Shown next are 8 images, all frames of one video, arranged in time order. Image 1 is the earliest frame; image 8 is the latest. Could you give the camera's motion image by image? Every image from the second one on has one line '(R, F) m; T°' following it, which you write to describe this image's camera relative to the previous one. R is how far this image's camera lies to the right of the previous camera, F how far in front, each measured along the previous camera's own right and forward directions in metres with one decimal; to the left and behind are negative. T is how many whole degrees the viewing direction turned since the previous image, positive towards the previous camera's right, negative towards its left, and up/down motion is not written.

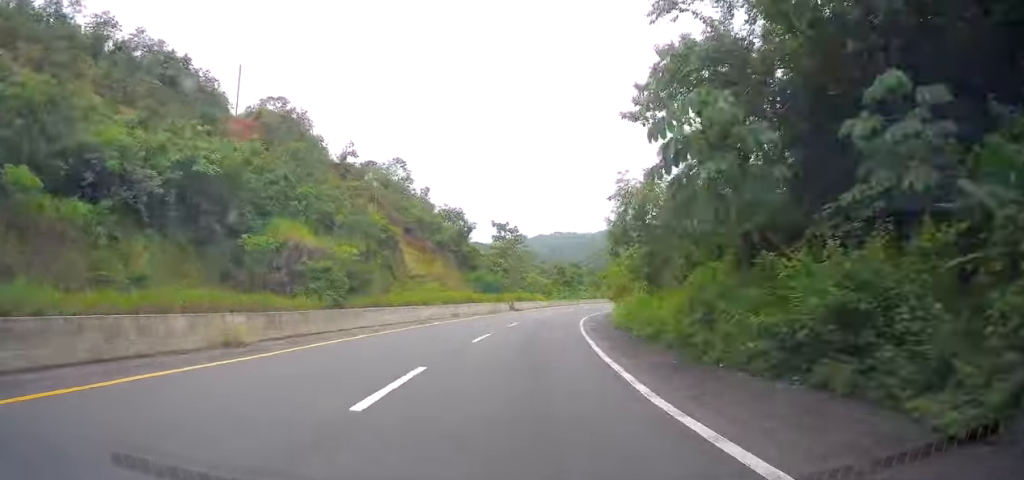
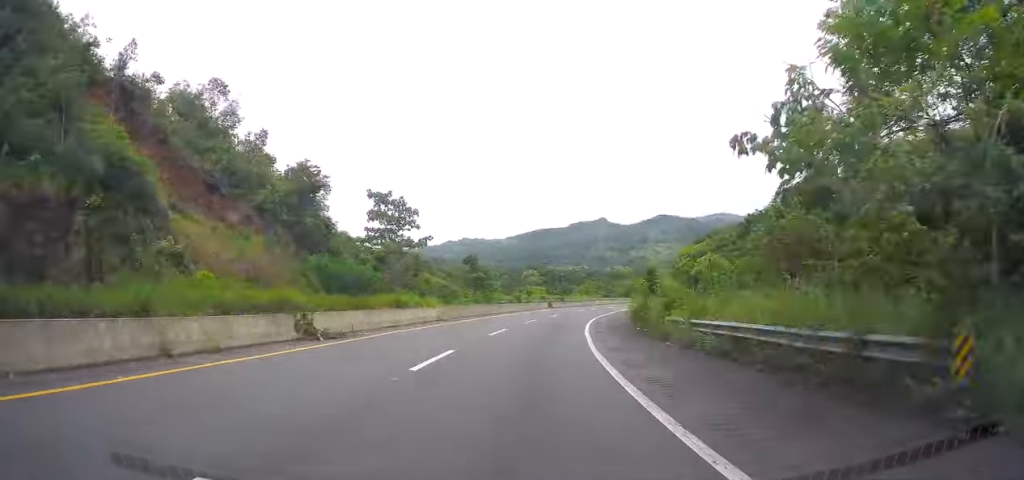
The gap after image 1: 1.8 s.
(+0.7, +43.9) m; +7°
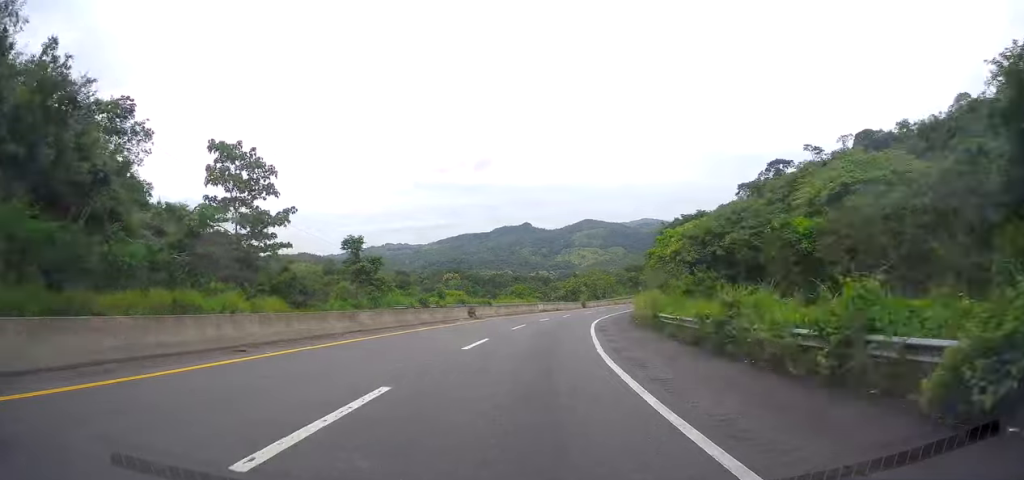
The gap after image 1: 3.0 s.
(+2.4, +31.5) m; +8°
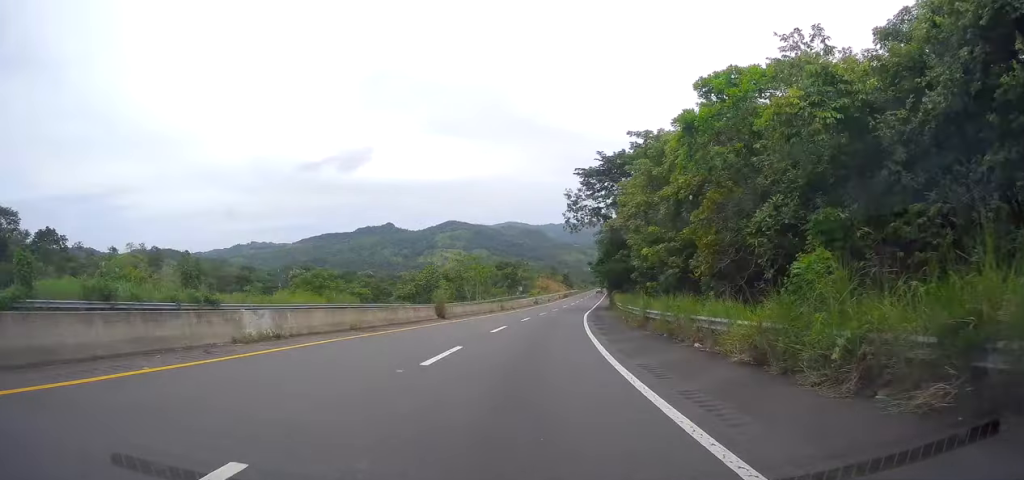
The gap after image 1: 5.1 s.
(+5.6, +52.3) m; +13°
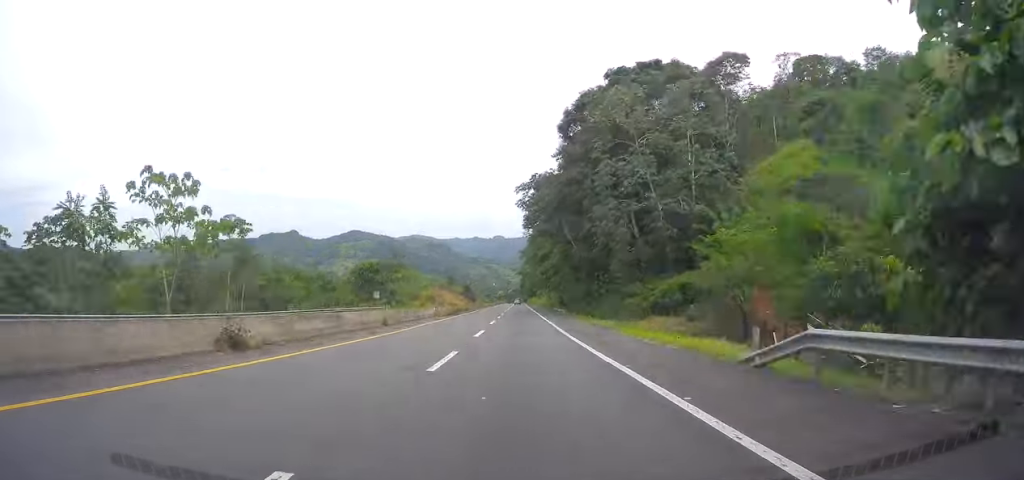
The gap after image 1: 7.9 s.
(+9.1, +71.6) m; +10°
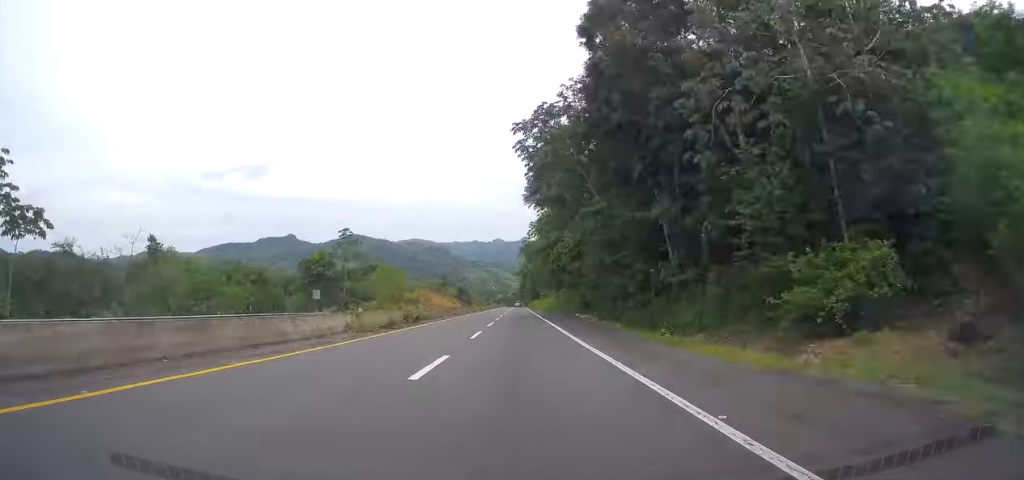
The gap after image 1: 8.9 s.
(+0.4, +25.8) m; +2°
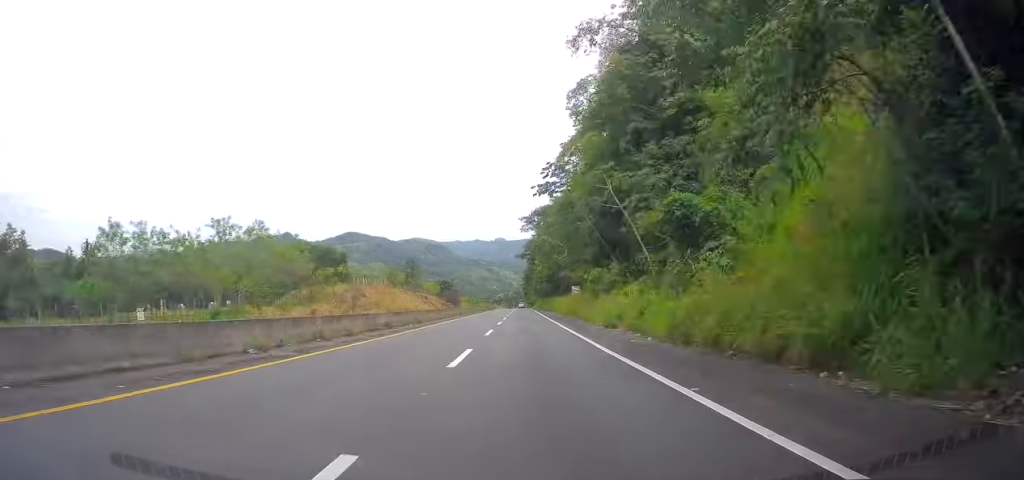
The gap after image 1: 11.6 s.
(+1.8, +69.8) m; +2°
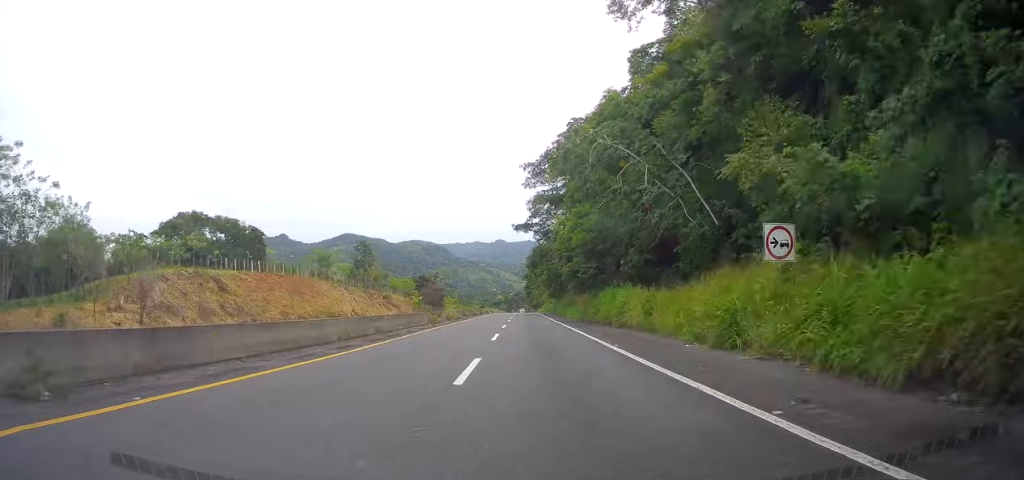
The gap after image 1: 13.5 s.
(-0.3, +51.1) m; 0°
